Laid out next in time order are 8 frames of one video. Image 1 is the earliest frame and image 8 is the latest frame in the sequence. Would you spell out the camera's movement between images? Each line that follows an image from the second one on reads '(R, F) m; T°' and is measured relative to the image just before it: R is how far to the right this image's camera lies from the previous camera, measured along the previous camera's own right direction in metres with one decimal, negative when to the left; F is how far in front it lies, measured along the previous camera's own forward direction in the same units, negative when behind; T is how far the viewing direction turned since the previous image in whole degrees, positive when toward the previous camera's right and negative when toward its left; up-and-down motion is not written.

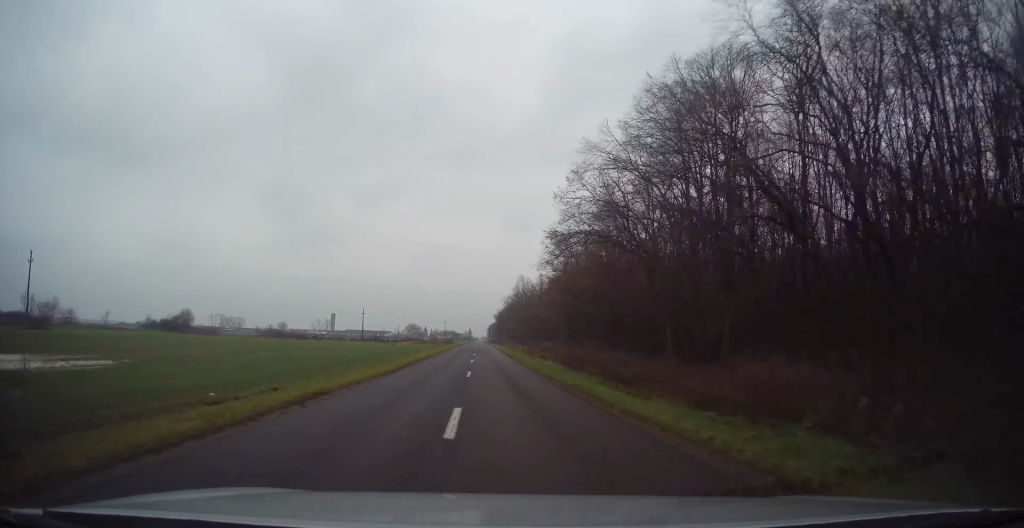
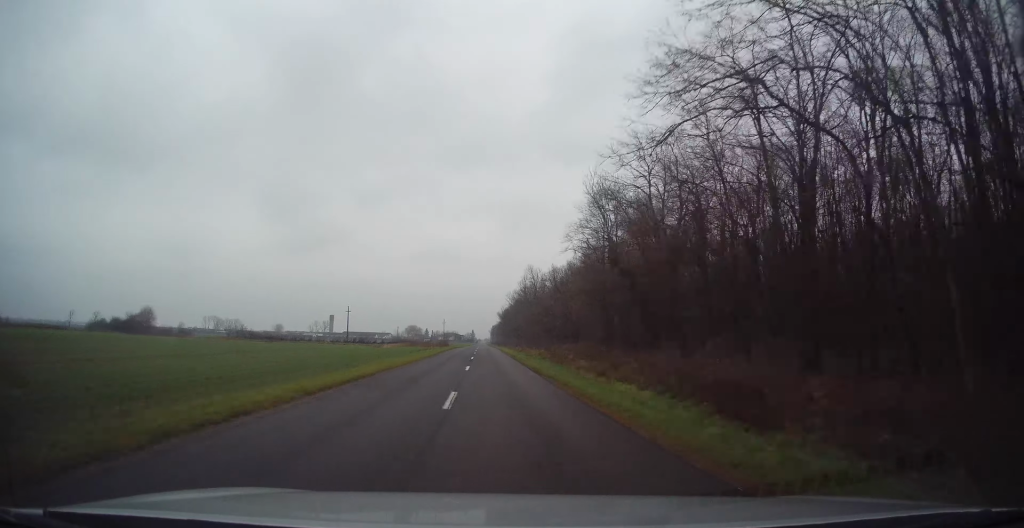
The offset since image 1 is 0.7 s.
(-0.1, +20.6) m; -1°
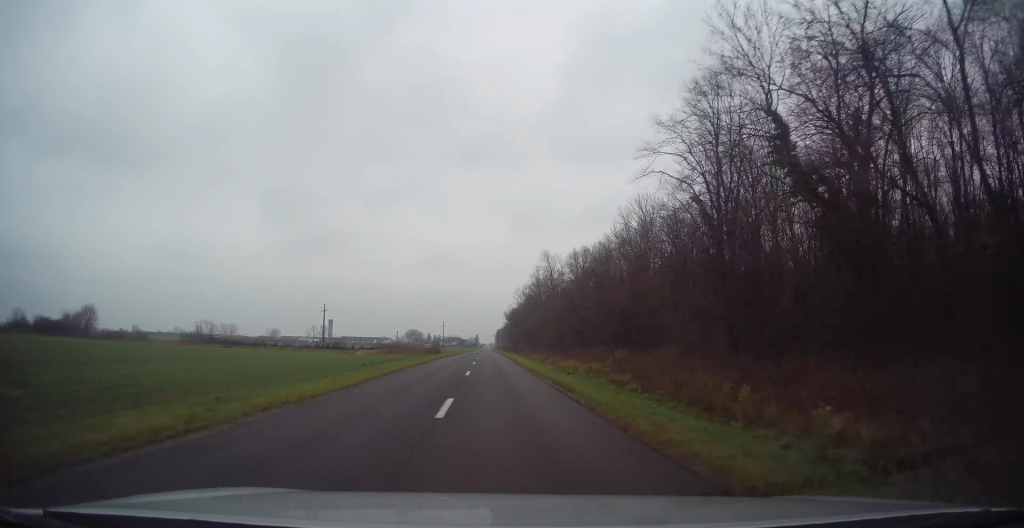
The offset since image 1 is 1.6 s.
(-0.2, +24.3) m; 0°
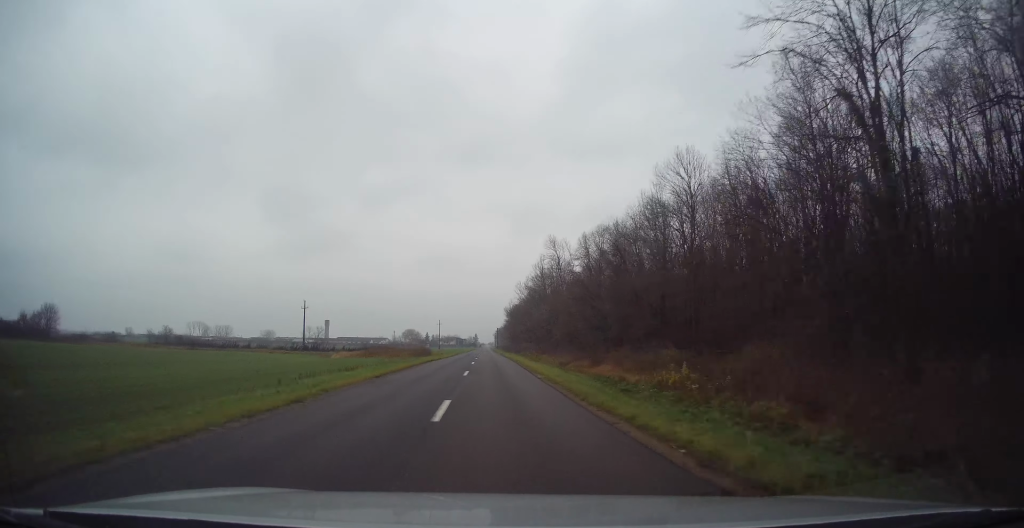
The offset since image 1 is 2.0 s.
(-0.2, +12.5) m; 0°
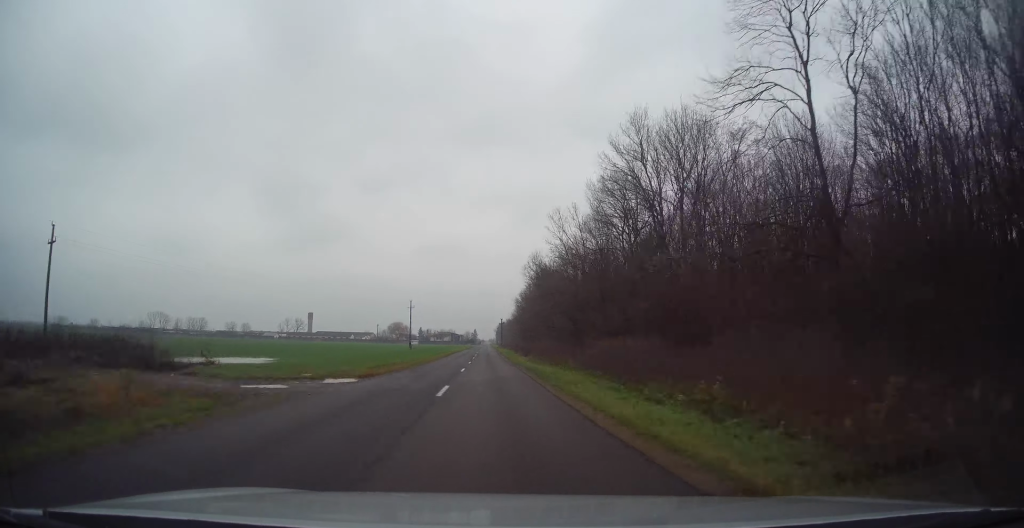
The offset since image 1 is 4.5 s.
(0.0, +66.0) m; 0°
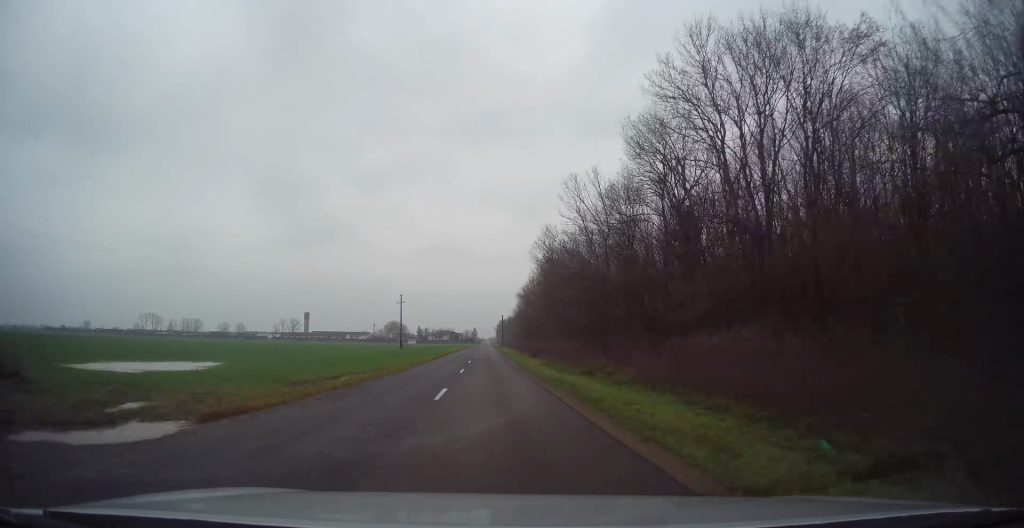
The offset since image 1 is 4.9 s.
(+0.2, +11.6) m; 0°
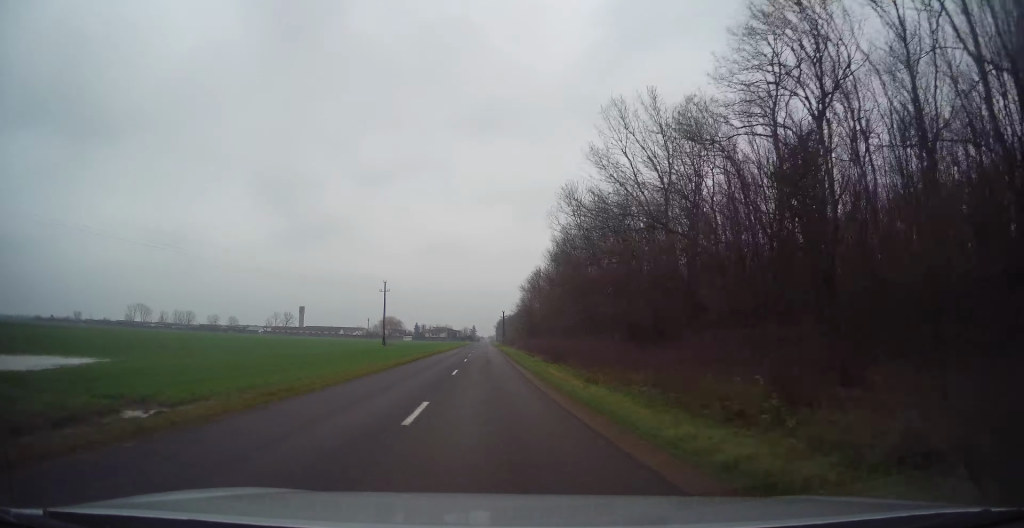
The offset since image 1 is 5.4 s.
(+0.1, +15.1) m; 0°
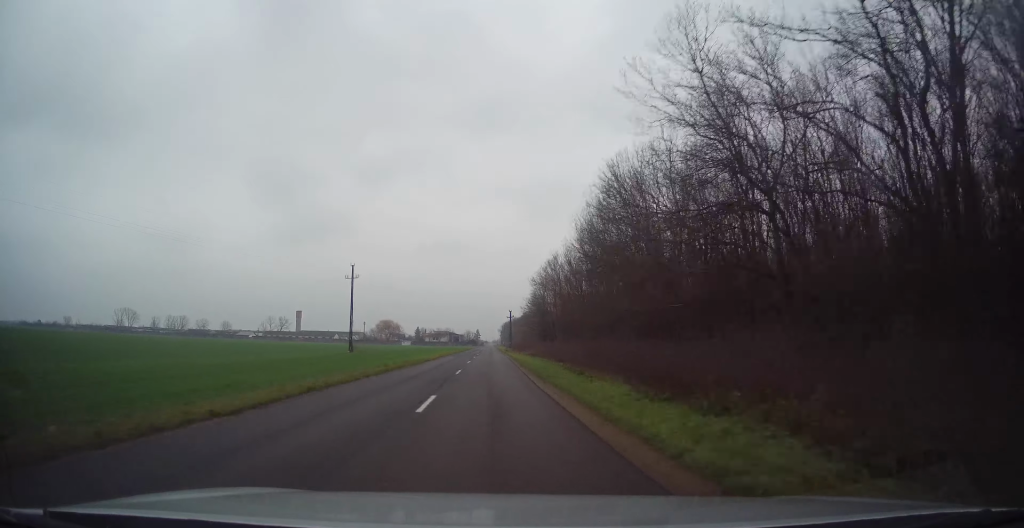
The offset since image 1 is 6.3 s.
(-0.1, +21.9) m; -1°
